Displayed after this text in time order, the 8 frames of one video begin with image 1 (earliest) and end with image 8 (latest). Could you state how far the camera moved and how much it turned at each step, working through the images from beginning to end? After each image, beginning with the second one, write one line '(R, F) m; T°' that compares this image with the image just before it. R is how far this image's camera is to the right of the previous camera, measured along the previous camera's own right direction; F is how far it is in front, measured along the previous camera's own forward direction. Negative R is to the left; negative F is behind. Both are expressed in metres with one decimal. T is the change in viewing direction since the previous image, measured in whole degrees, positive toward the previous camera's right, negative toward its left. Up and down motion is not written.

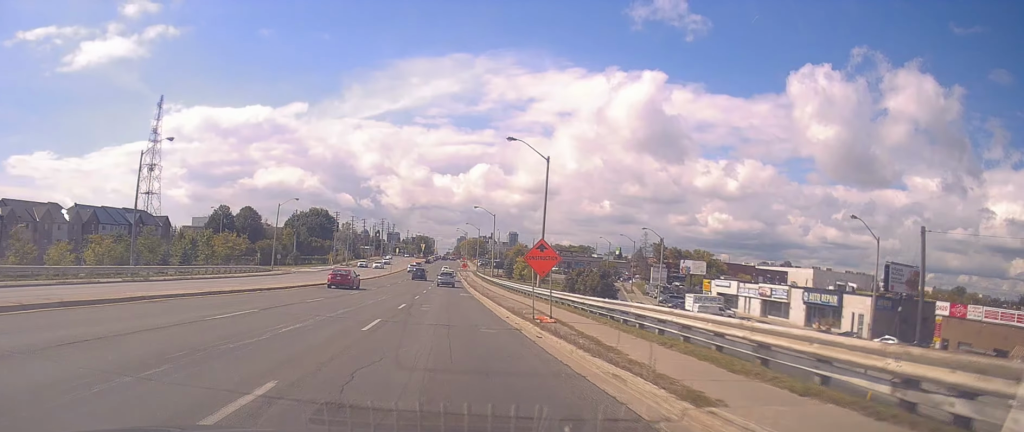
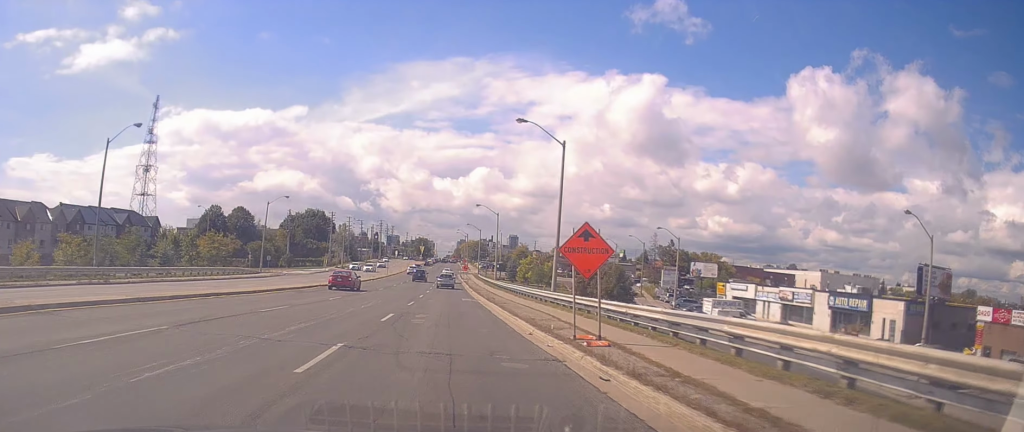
(-0.3, +5.8) m; 0°
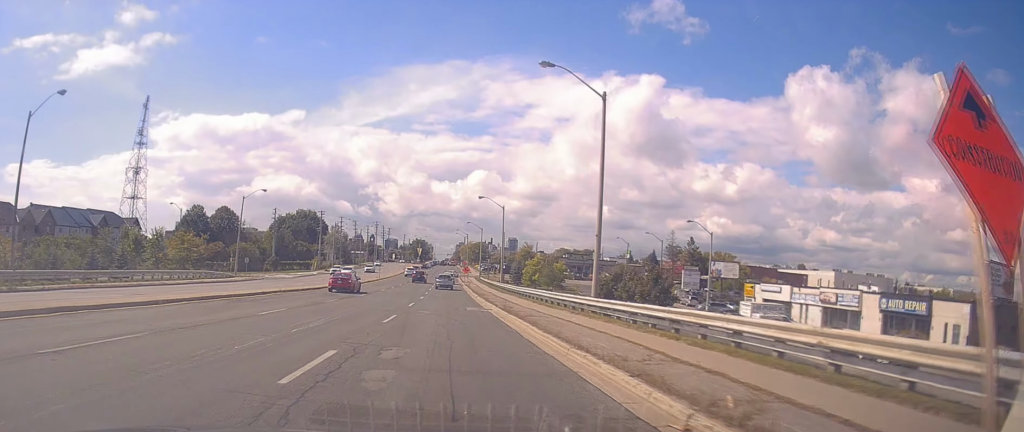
(0.0, +10.1) m; 0°
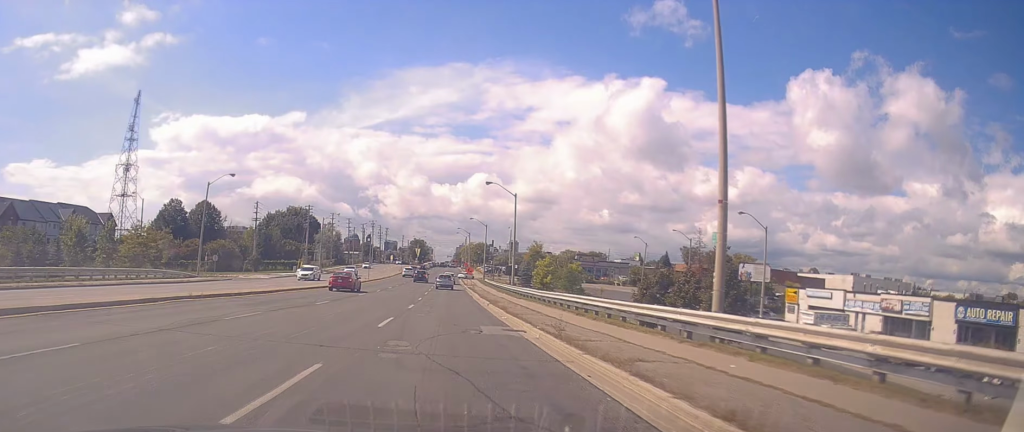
(+0.3, +12.2) m; 0°
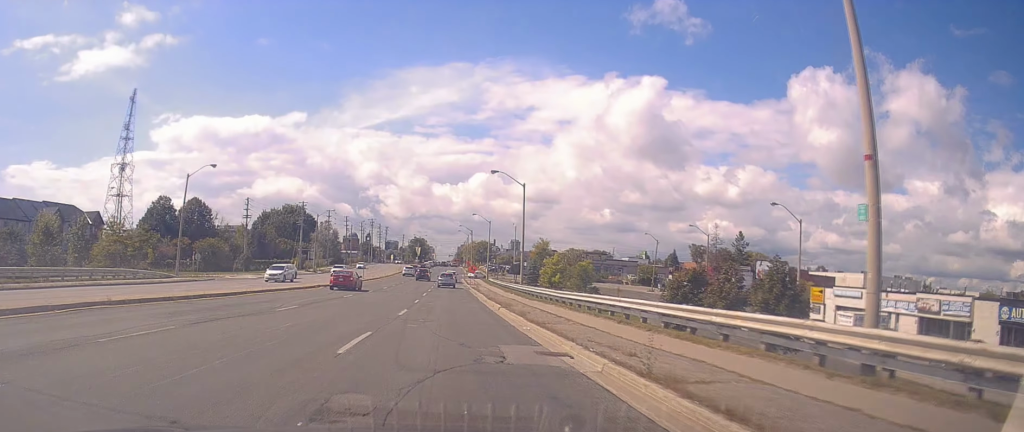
(-0.2, +5.9) m; -1°
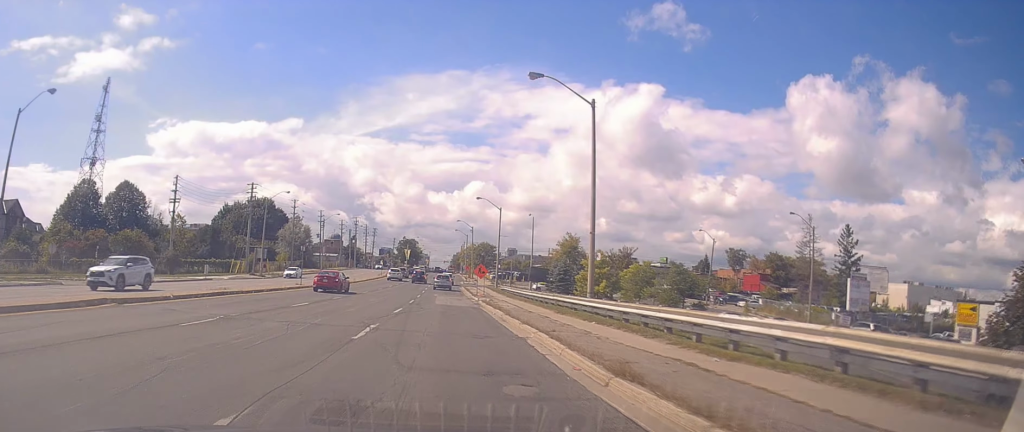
(+0.1, +27.7) m; +2°
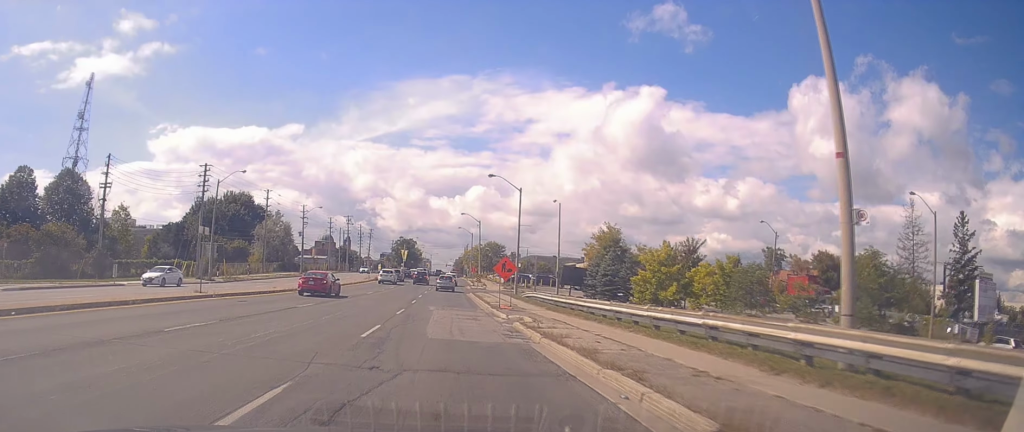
(+0.2, +18.2) m; -1°
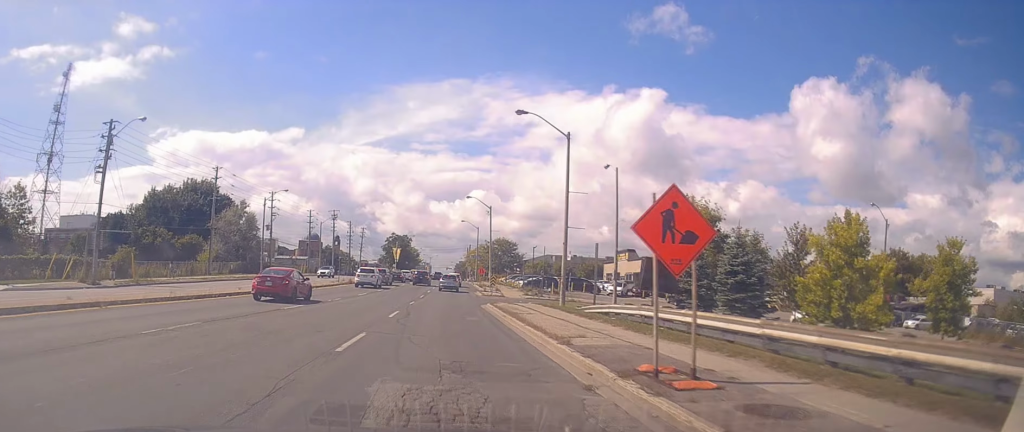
(-0.7, +21.8) m; -1°
